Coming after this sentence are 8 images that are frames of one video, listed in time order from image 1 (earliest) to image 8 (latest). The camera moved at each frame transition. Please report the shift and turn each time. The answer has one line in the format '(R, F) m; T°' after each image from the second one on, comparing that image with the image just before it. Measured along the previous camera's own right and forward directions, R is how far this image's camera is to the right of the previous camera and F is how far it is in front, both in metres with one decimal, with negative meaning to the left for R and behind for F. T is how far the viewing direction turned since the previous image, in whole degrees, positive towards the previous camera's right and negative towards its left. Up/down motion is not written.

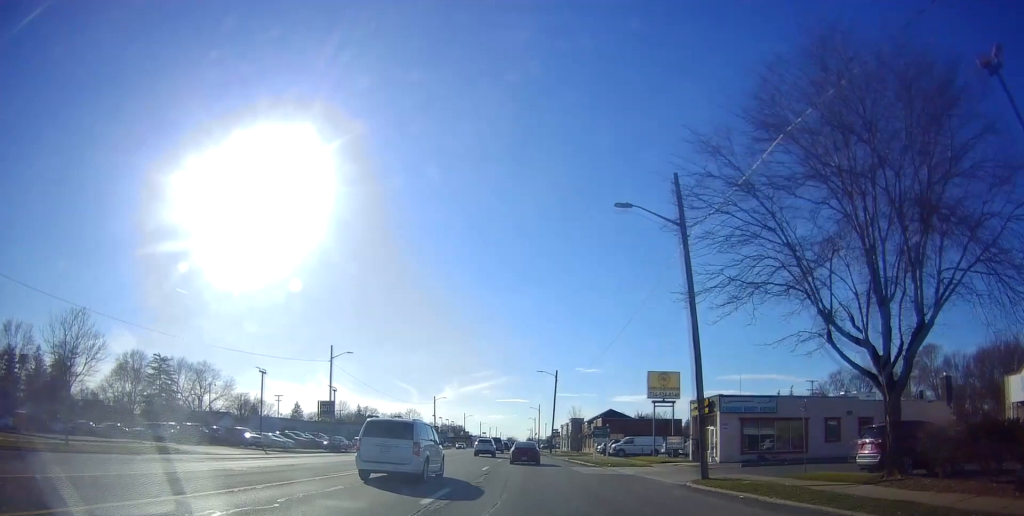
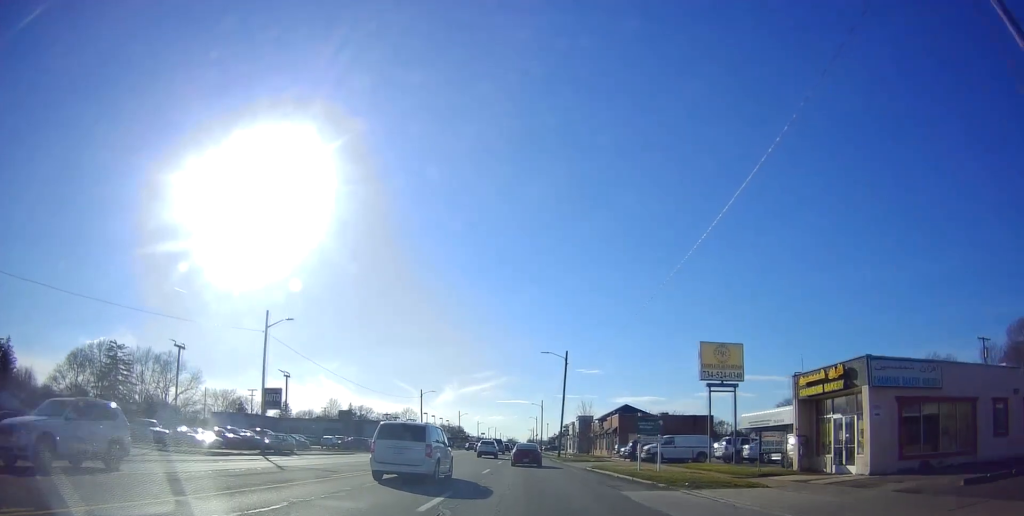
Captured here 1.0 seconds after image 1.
(+0.3, +16.7) m; 0°
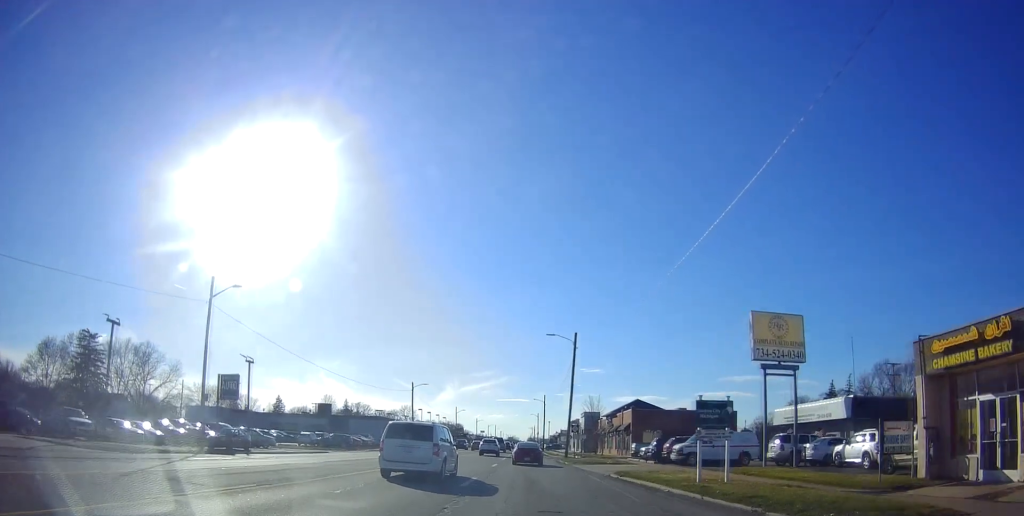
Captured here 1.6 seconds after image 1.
(+0.1, +9.3) m; -1°
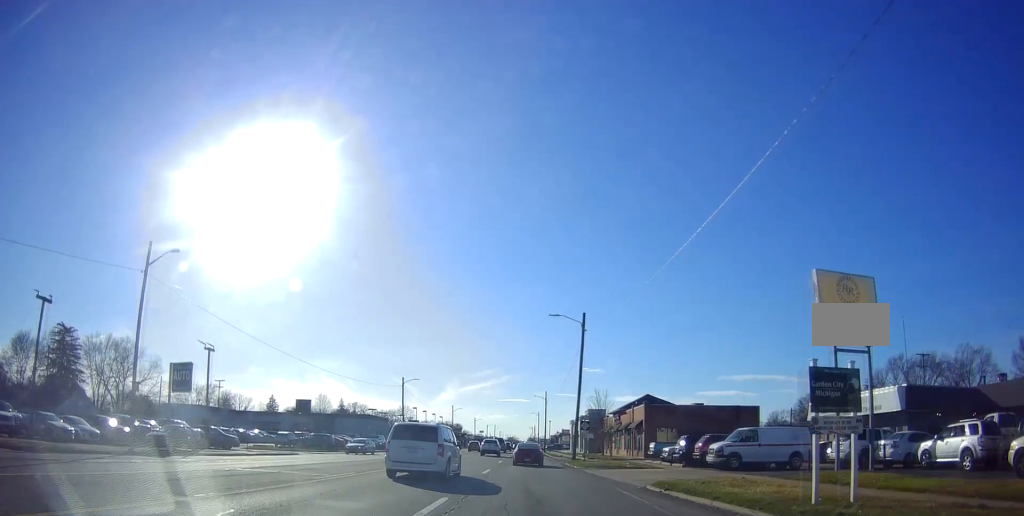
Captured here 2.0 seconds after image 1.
(-0.2, +7.5) m; -1°
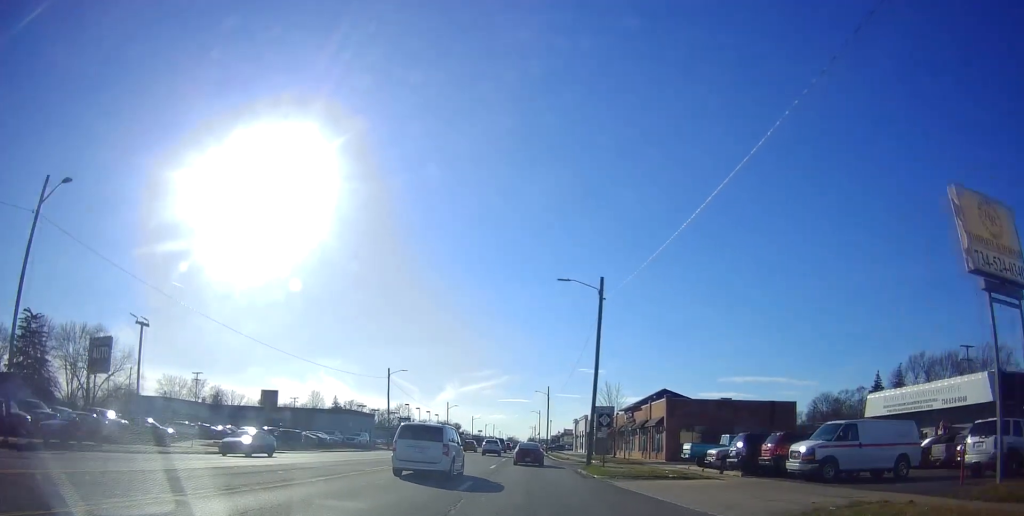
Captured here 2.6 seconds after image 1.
(-0.1, +9.6) m; -1°
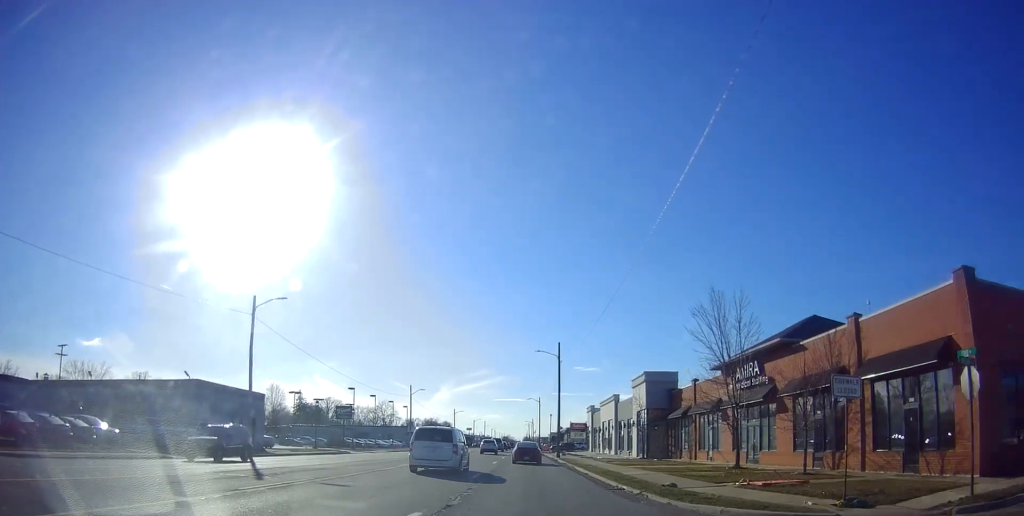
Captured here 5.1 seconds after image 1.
(0.0, +39.6) m; 0°
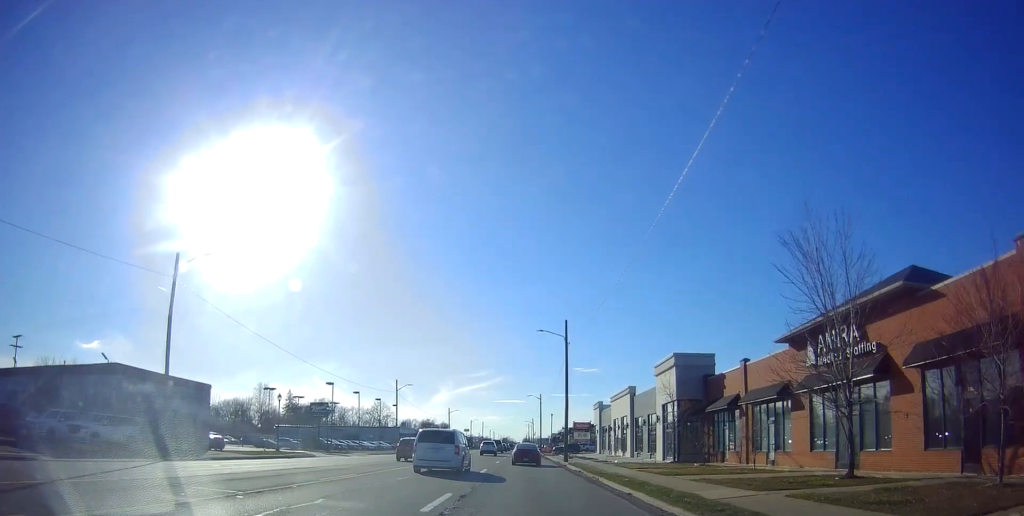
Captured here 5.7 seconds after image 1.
(0.0, +10.2) m; 0°
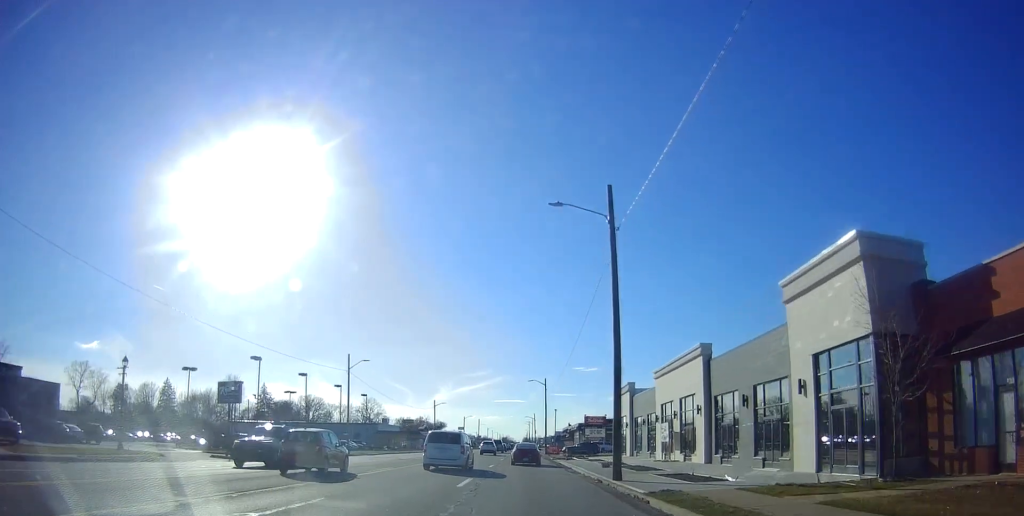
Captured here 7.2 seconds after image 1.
(+0.6, +23.9) m; +2°
